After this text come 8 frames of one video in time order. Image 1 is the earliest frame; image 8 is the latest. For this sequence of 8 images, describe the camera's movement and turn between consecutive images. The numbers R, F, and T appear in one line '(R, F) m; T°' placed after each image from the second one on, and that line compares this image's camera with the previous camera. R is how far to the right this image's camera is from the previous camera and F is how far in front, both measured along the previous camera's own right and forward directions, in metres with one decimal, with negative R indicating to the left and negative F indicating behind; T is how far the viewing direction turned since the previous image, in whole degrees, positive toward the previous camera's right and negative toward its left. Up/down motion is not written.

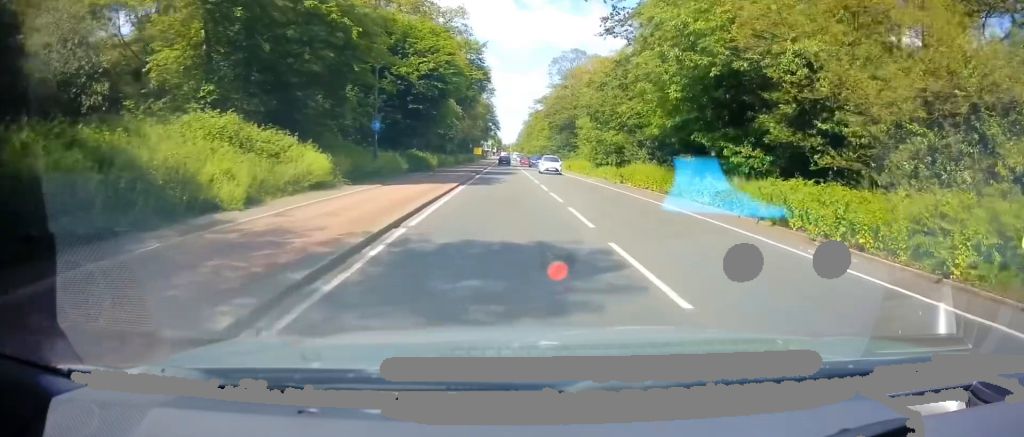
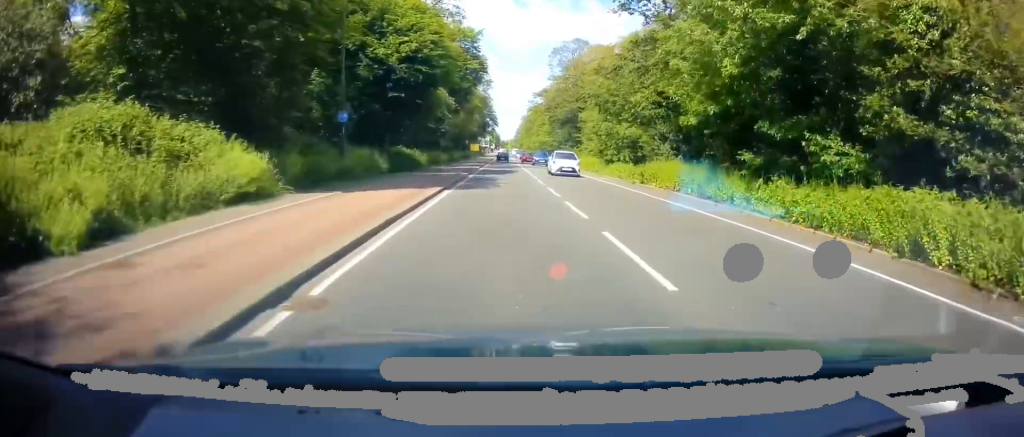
(-0.1, +5.5) m; 0°
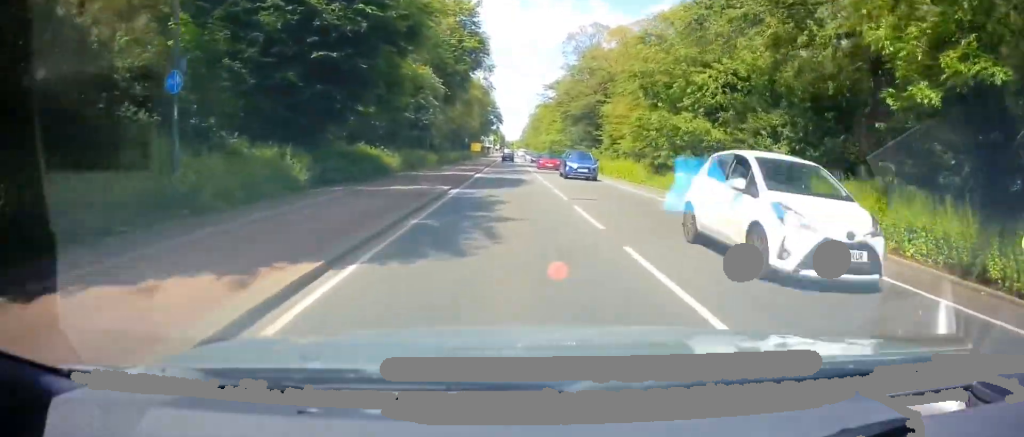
(0.0, +12.7) m; 0°
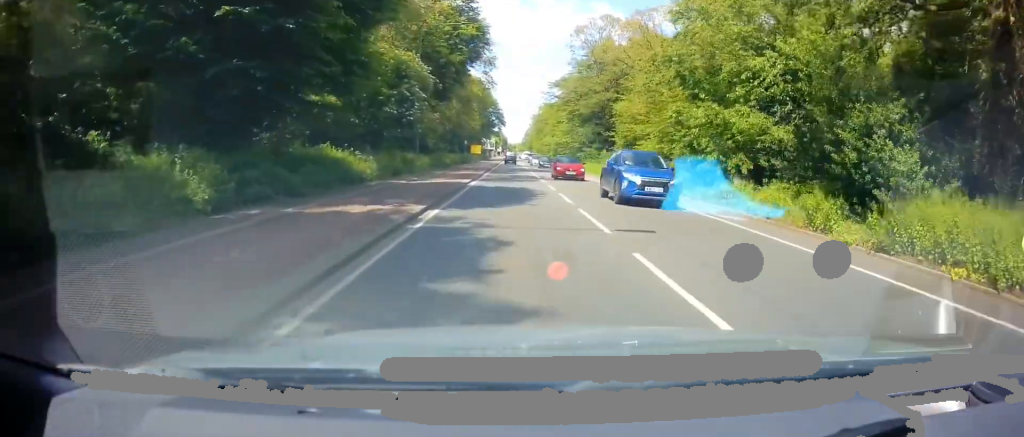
(+0.1, +6.5) m; 0°
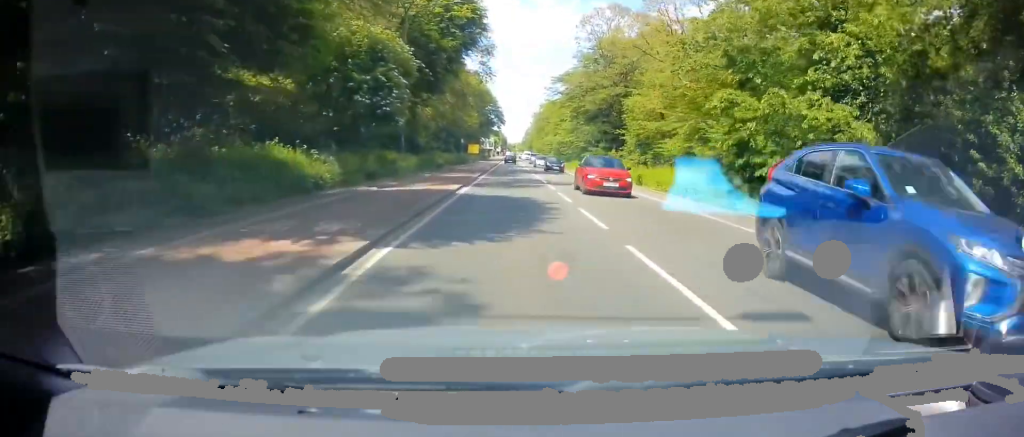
(-0.1, +5.6) m; 0°
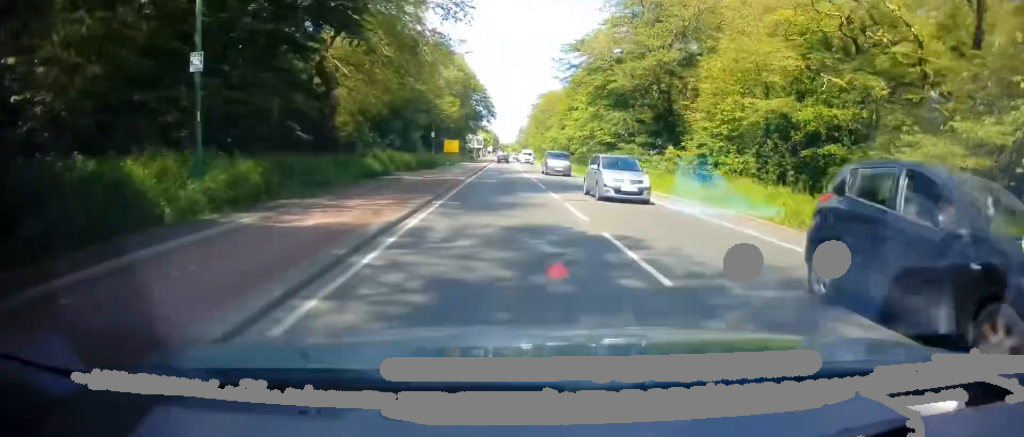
(+0.4, +22.3) m; +2°
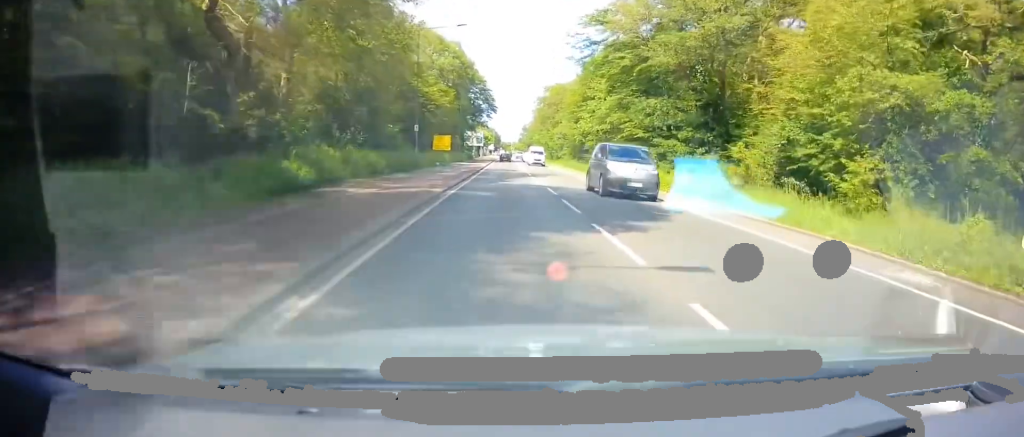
(-0.1, +10.5) m; -1°
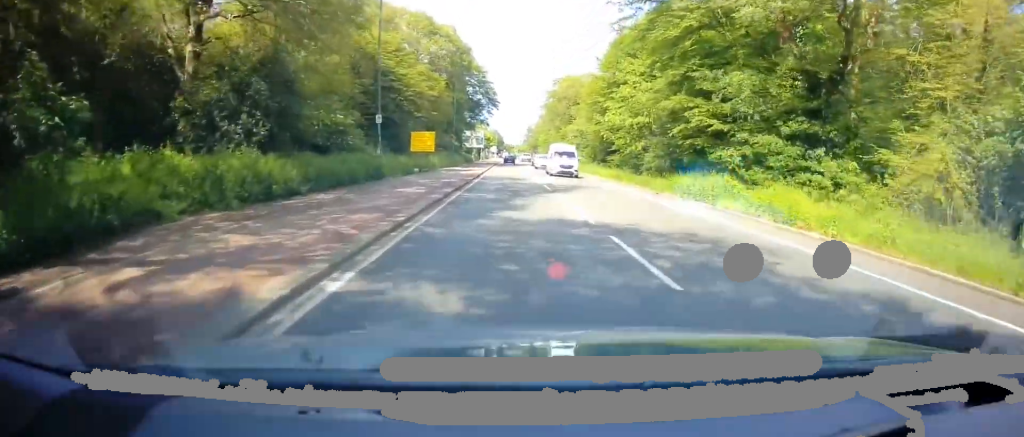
(-0.2, +13.1) m; -1°
